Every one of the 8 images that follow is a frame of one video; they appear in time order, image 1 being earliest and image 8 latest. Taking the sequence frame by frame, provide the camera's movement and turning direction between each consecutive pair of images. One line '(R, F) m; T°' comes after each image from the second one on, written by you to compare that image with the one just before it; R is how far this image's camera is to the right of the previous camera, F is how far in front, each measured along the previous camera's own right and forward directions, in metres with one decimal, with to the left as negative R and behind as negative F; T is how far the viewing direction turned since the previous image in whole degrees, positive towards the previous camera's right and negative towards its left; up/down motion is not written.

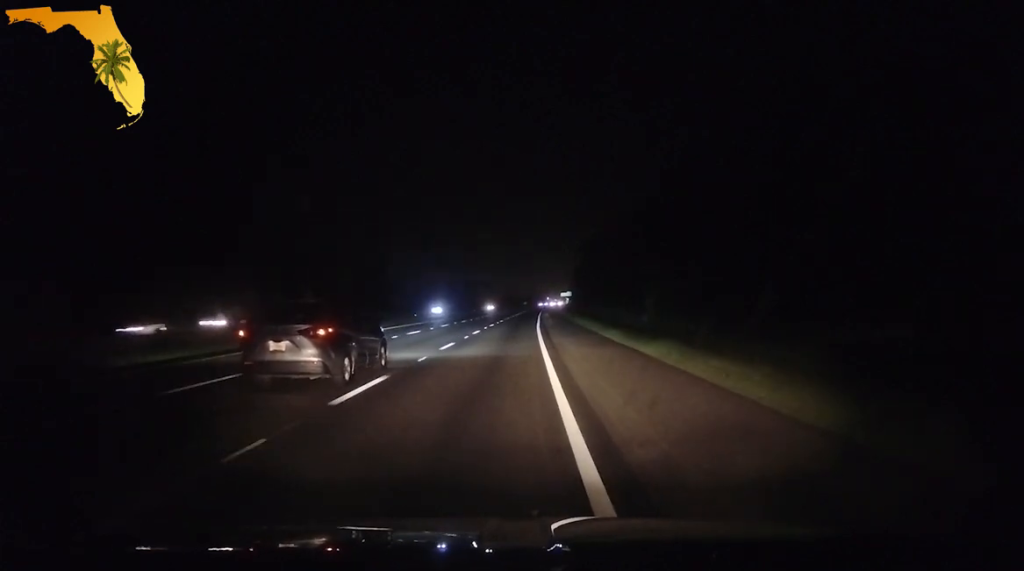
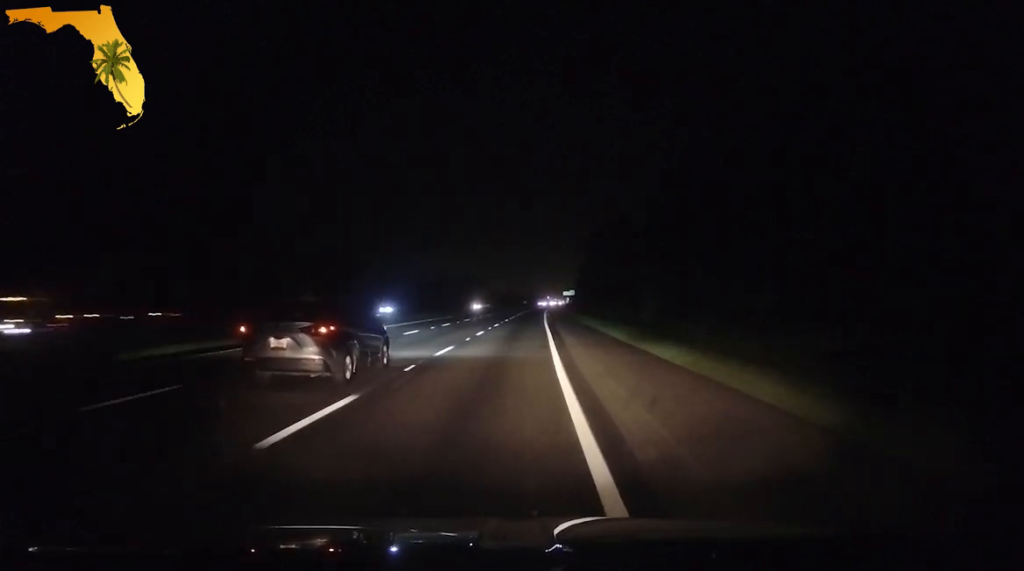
(0.0, +27.5) m; 0°
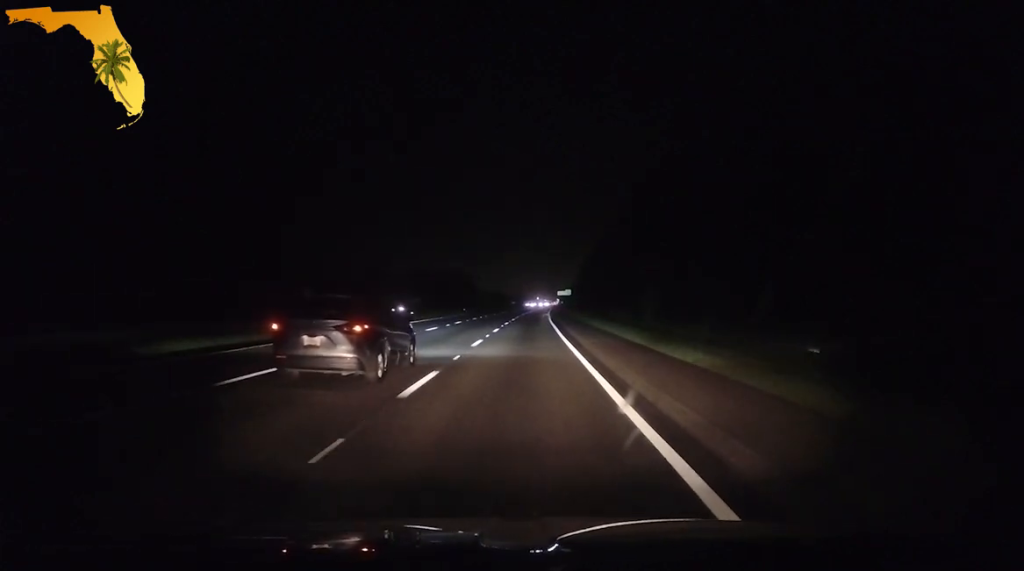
(0.0, +56.8) m; 0°
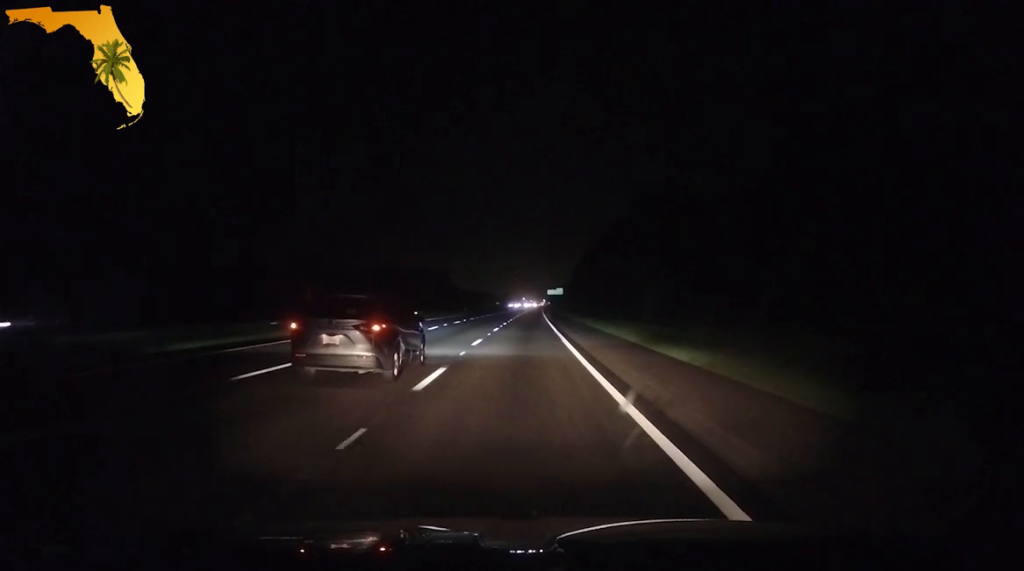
(+0.5, +46.5) m; +2°
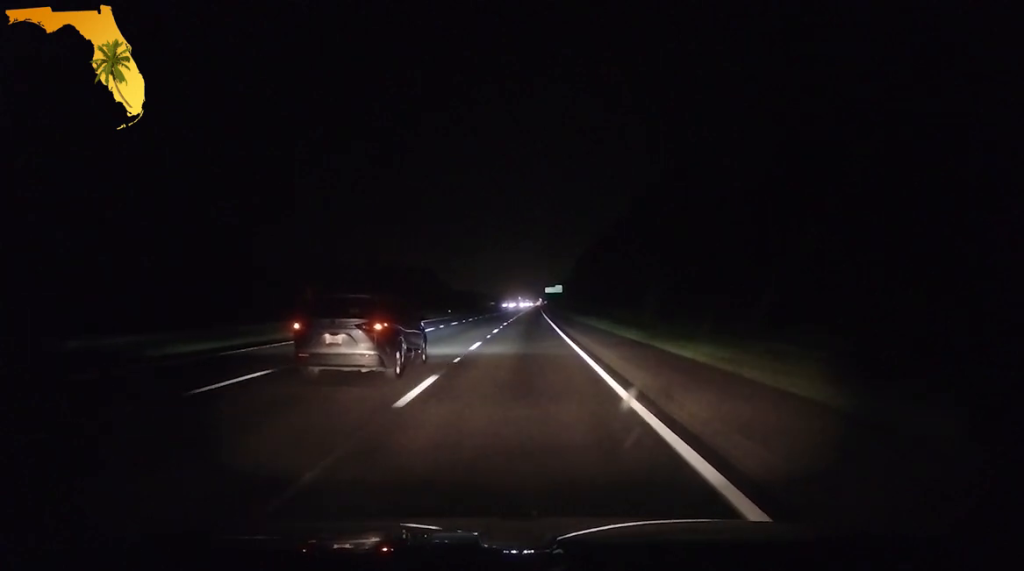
(+0.2, +25.8) m; +1°
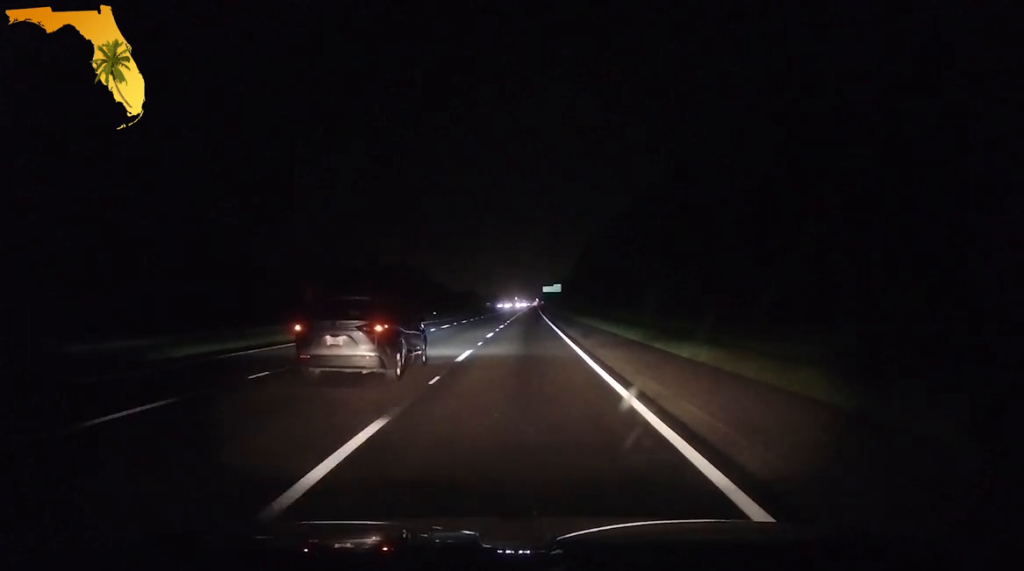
(0.0, +16.1) m; 0°
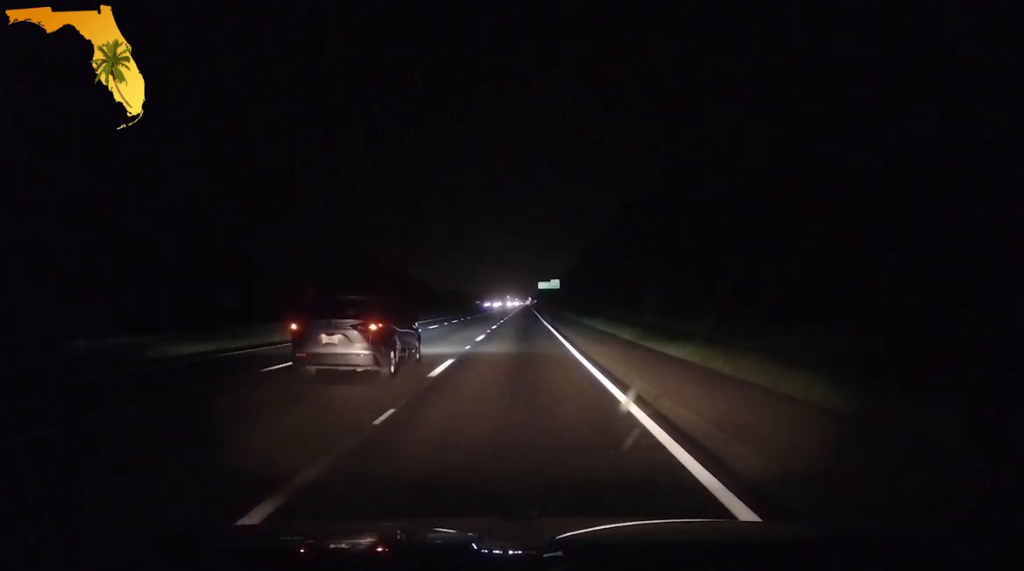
(+0.3, +39.8) m; +1°
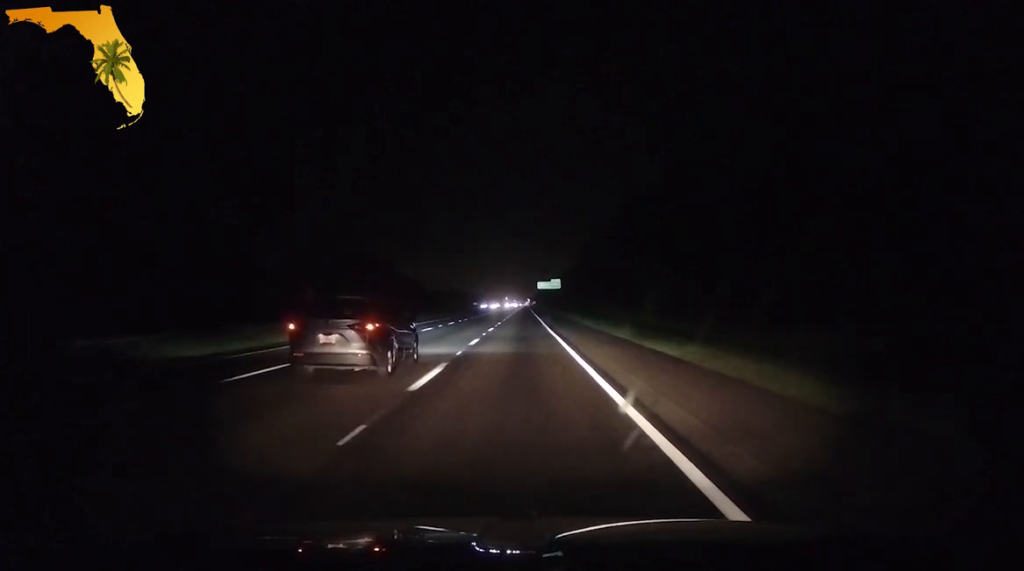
(0.0, +14.0) m; 0°
